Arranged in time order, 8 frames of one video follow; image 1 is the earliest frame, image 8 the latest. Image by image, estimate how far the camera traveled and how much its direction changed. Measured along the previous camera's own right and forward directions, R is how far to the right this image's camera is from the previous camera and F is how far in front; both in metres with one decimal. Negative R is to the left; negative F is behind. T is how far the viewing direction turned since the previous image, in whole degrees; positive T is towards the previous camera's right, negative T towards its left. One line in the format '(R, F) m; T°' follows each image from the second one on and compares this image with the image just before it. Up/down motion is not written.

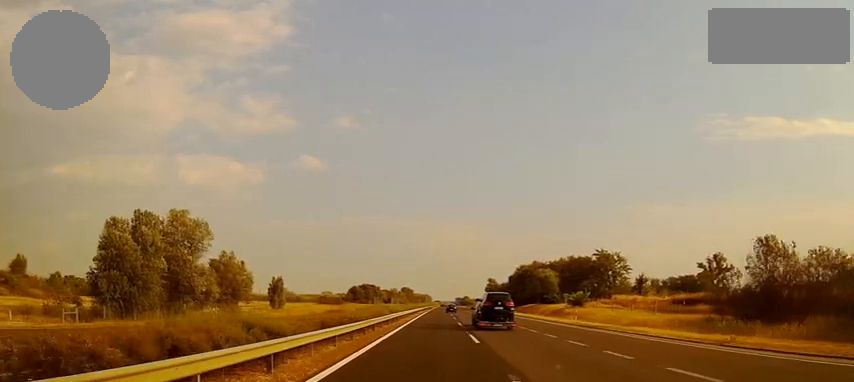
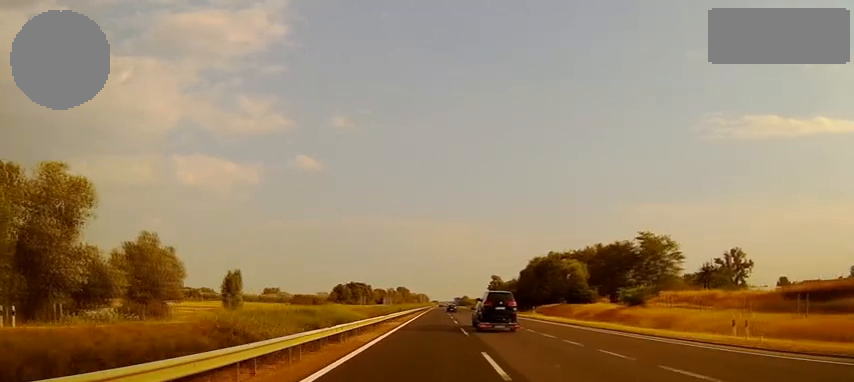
(+0.1, +28.7) m; 0°
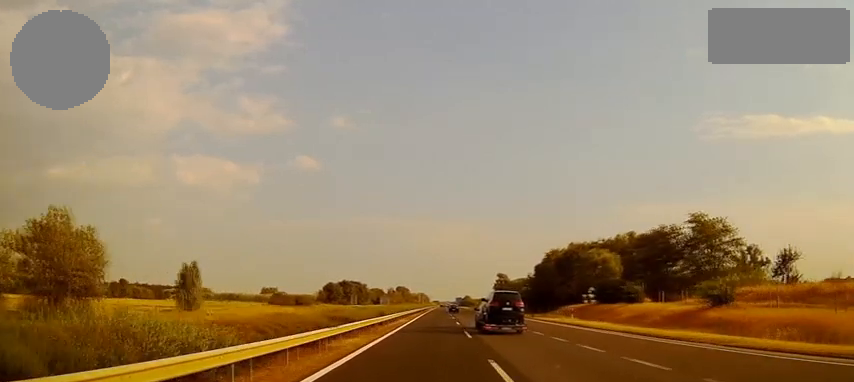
(0.0, +20.2) m; 0°
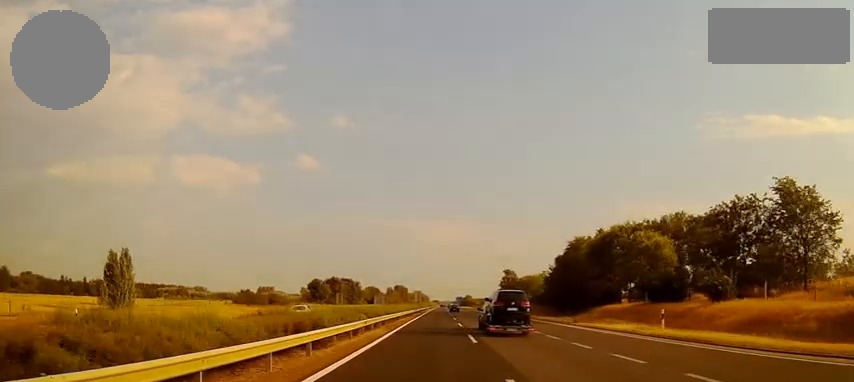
(0.0, +21.6) m; 0°
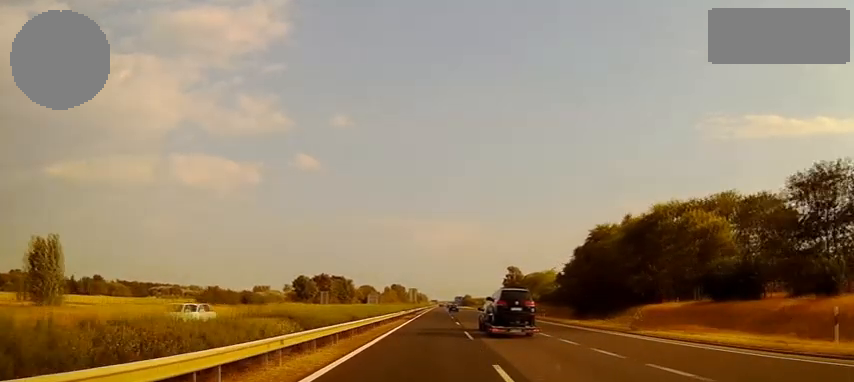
(0.0, +15.4) m; 0°
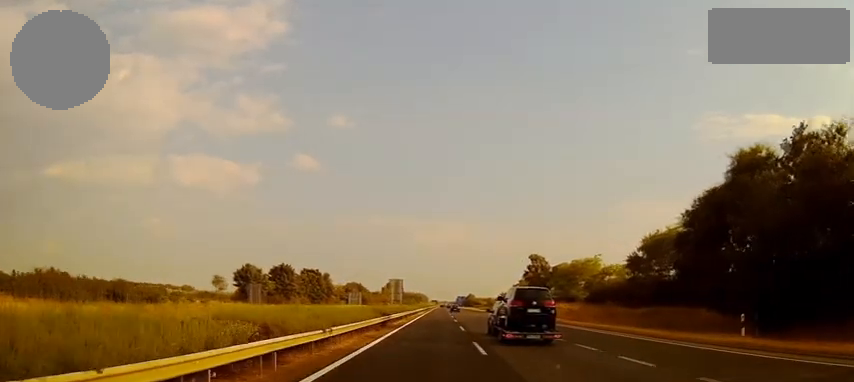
(+0.2, +44.1) m; 0°
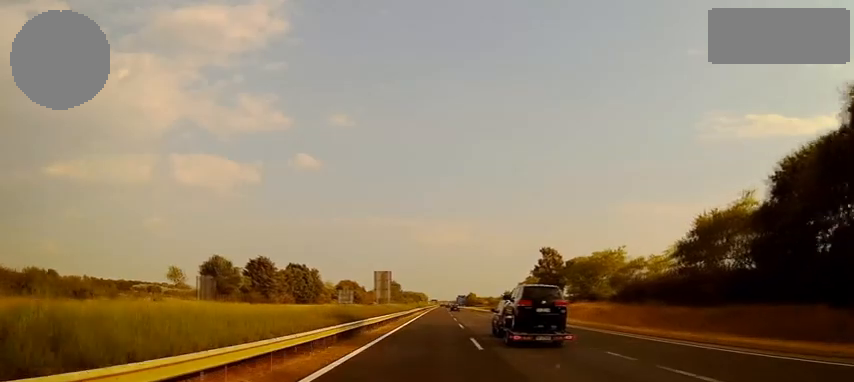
(0.0, +15.9) m; 0°
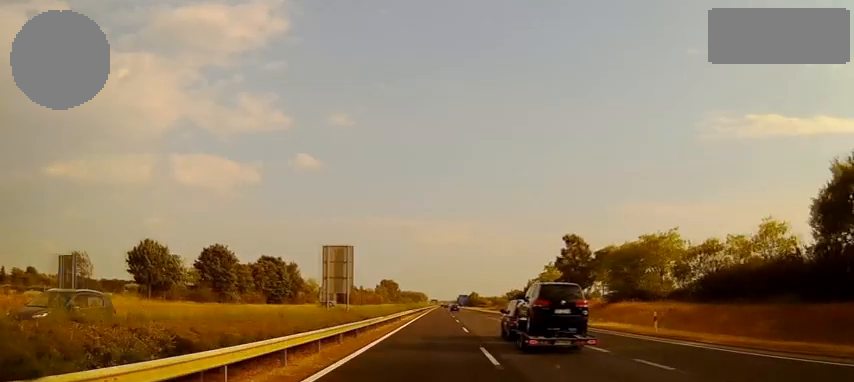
(0.0, +23.9) m; 0°
